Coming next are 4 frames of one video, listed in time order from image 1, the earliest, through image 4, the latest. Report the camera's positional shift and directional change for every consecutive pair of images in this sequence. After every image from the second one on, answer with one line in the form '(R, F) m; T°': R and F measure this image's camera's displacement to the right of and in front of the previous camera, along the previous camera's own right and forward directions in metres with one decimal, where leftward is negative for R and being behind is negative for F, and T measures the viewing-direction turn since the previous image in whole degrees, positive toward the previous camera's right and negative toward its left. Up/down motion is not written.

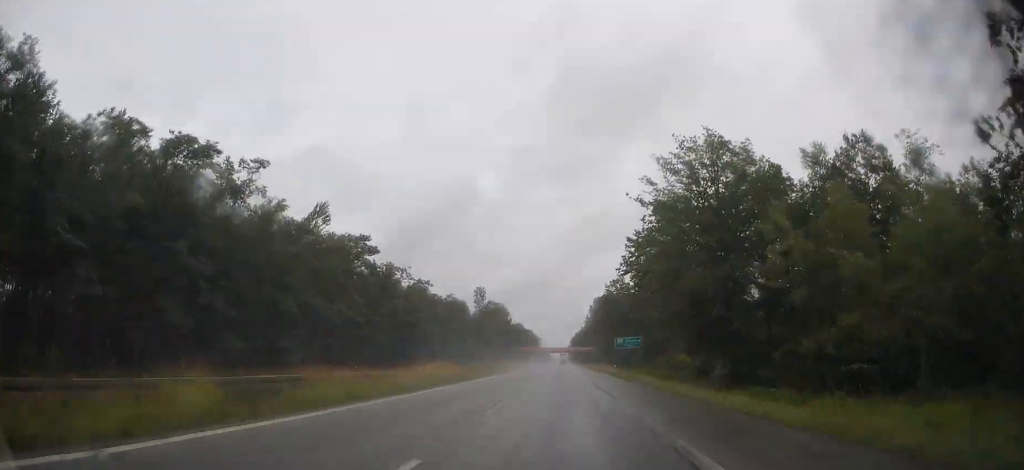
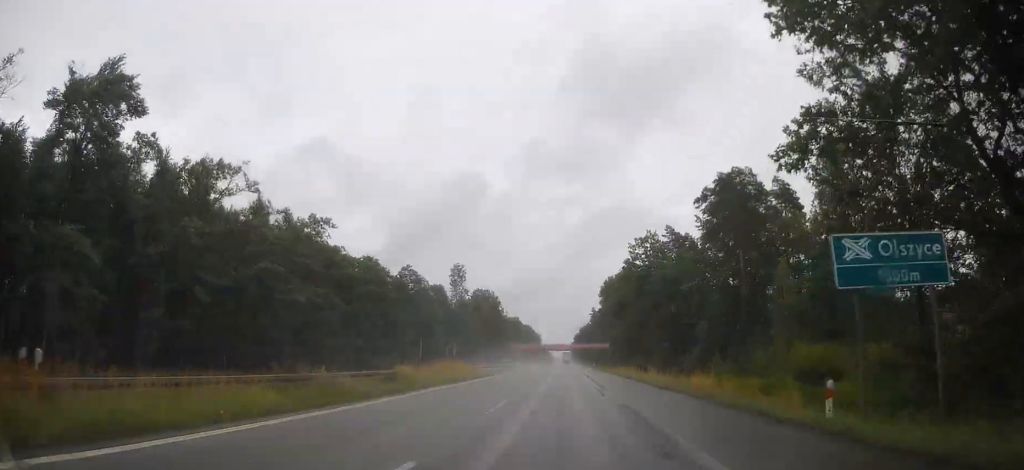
(+0.2, +47.1) m; 0°
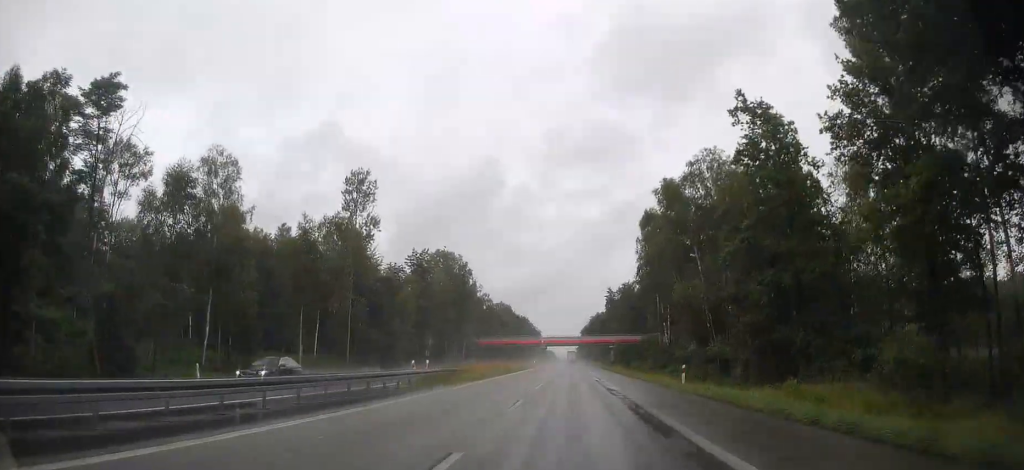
(-0.3, +80.9) m; 0°
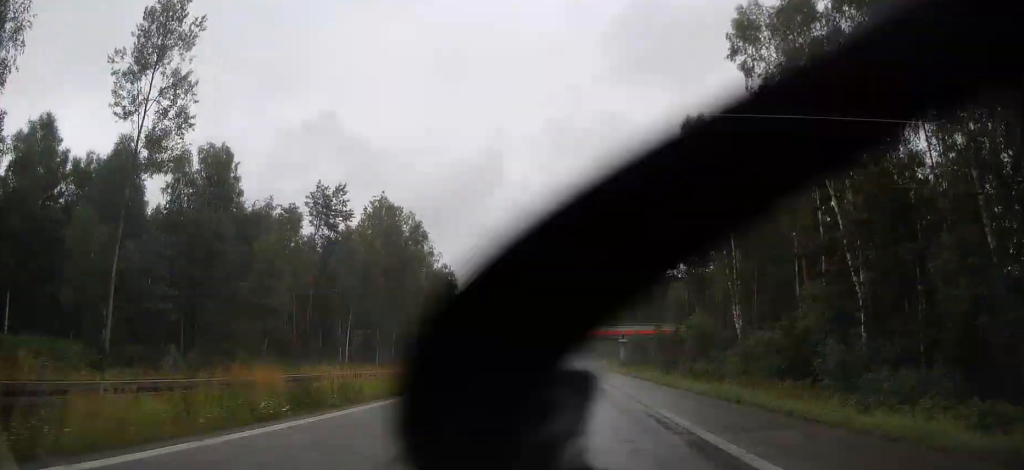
(+0.6, +44.0) m; 0°
